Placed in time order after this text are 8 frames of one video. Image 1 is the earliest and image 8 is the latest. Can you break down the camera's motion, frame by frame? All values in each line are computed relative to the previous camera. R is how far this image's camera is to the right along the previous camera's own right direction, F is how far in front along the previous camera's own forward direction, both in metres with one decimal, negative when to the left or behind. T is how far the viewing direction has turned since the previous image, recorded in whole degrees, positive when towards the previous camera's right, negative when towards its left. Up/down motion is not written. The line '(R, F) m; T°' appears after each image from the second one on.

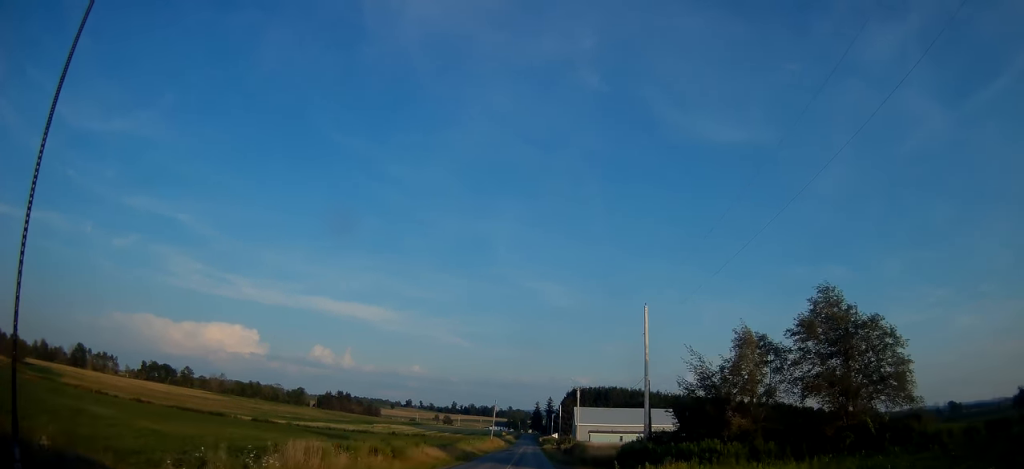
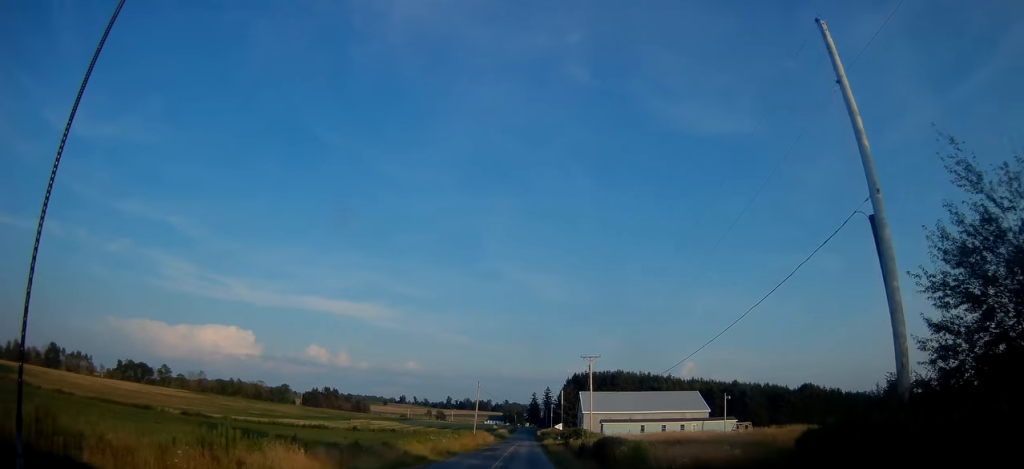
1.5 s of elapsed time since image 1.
(+0.2, +27.3) m; 0°
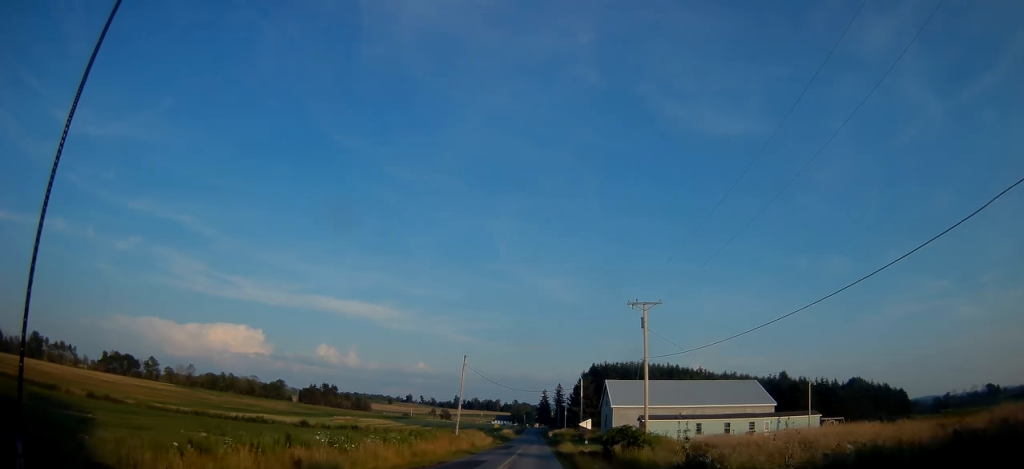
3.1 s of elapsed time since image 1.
(0.0, +28.5) m; -1°
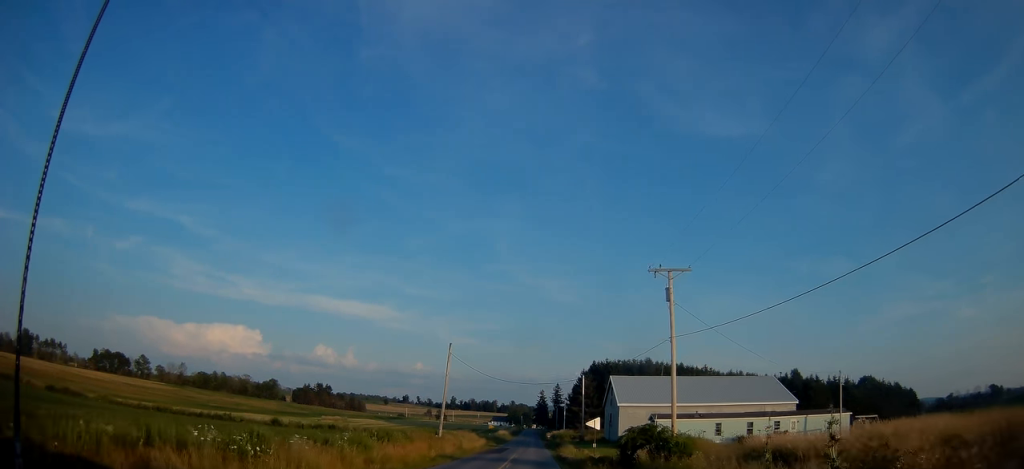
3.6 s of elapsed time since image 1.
(0.0, +8.6) m; 0°
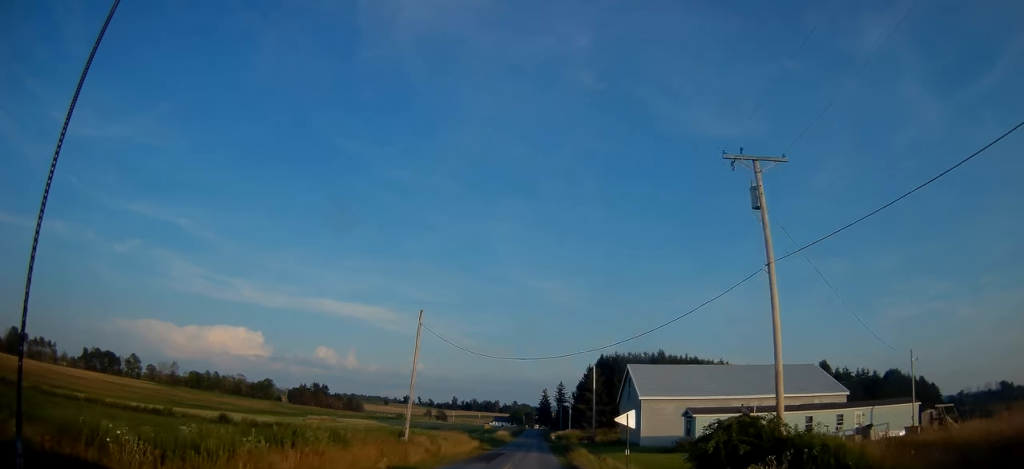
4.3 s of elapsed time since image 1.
(0.0, +14.1) m; 0°
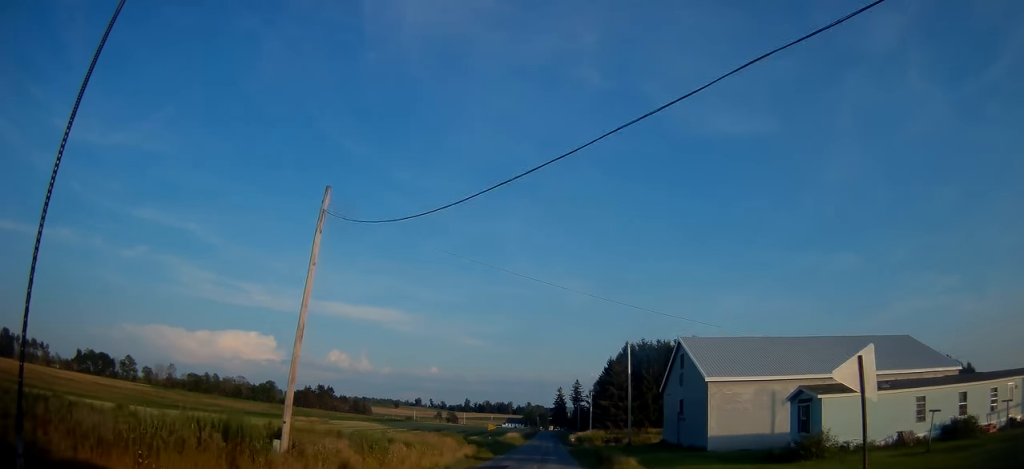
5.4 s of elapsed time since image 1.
(+0.1, +19.8) m; -1°
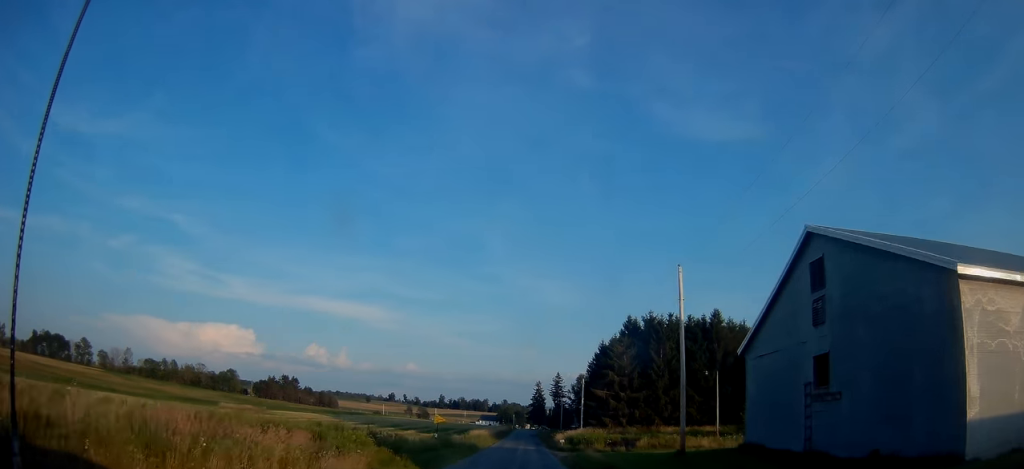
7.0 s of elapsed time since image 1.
(0.0, +27.8) m; +1°
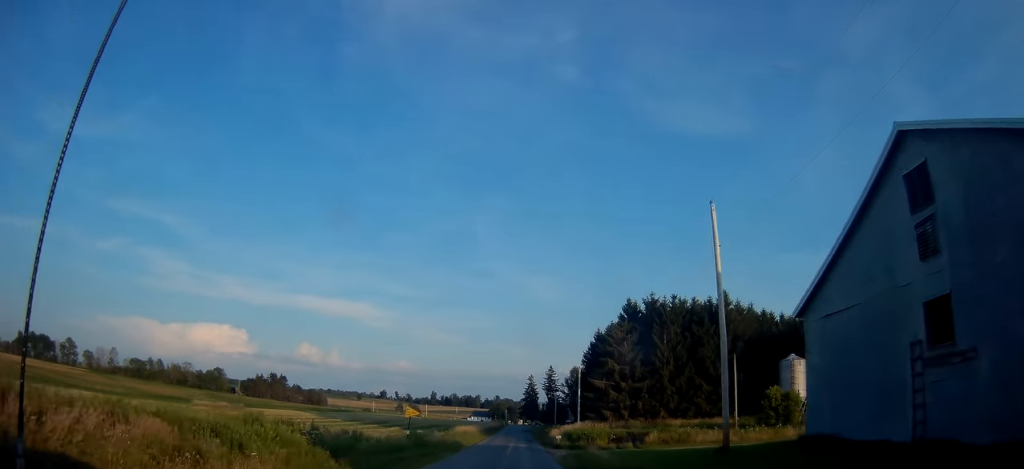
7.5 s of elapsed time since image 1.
(+0.2, +8.3) m; 0°
